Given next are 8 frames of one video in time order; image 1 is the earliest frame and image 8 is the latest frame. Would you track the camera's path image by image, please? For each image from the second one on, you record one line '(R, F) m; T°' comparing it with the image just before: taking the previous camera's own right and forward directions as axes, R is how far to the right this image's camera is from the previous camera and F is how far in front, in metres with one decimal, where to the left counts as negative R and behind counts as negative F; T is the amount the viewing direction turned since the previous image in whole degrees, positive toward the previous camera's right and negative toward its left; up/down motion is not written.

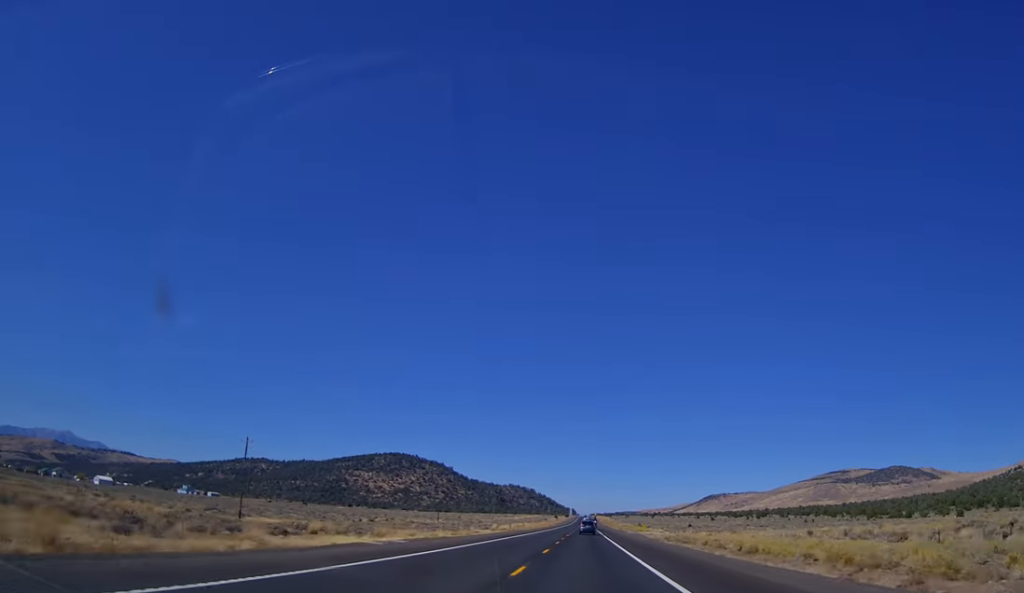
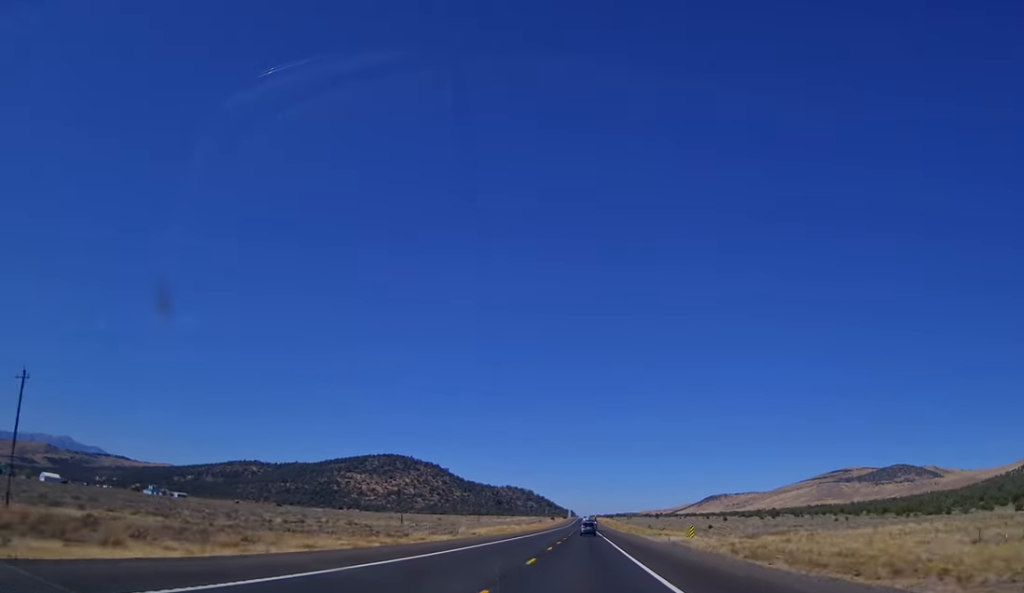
(0.0, +43.6) m; 0°
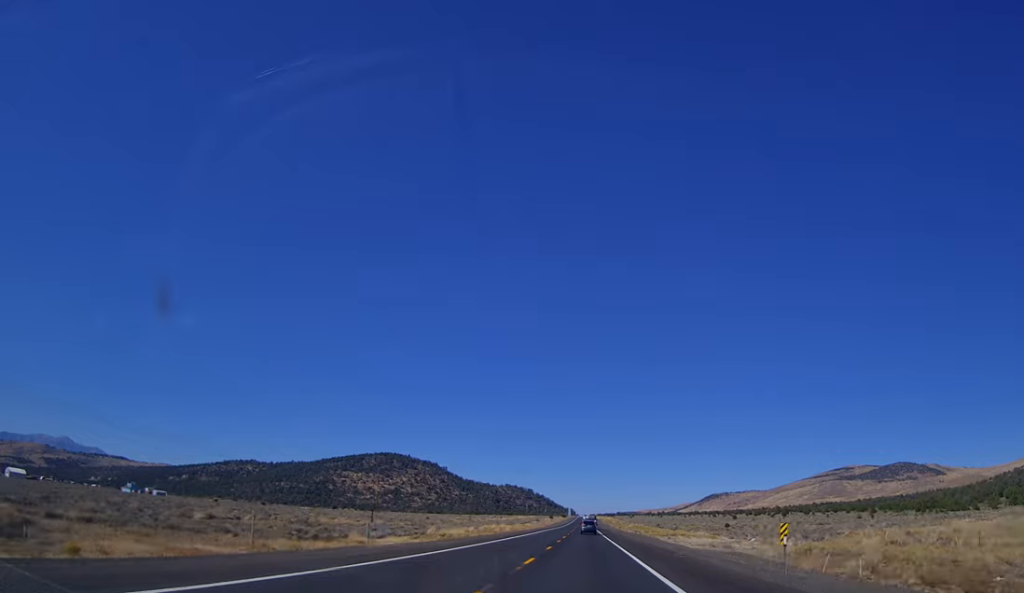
(-0.1, +25.4) m; 0°
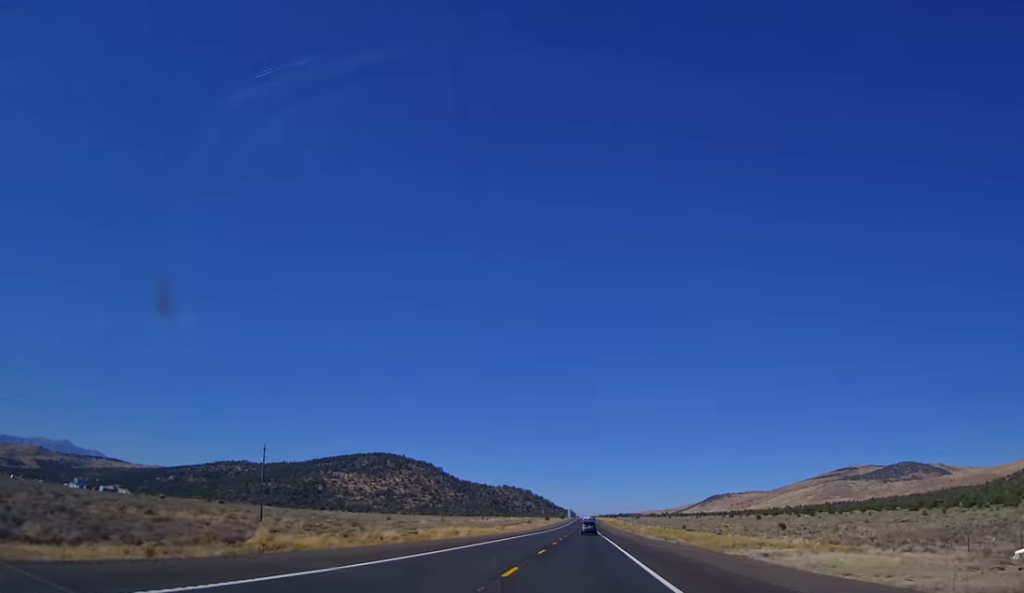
(0.0, +54.5) m; 0°
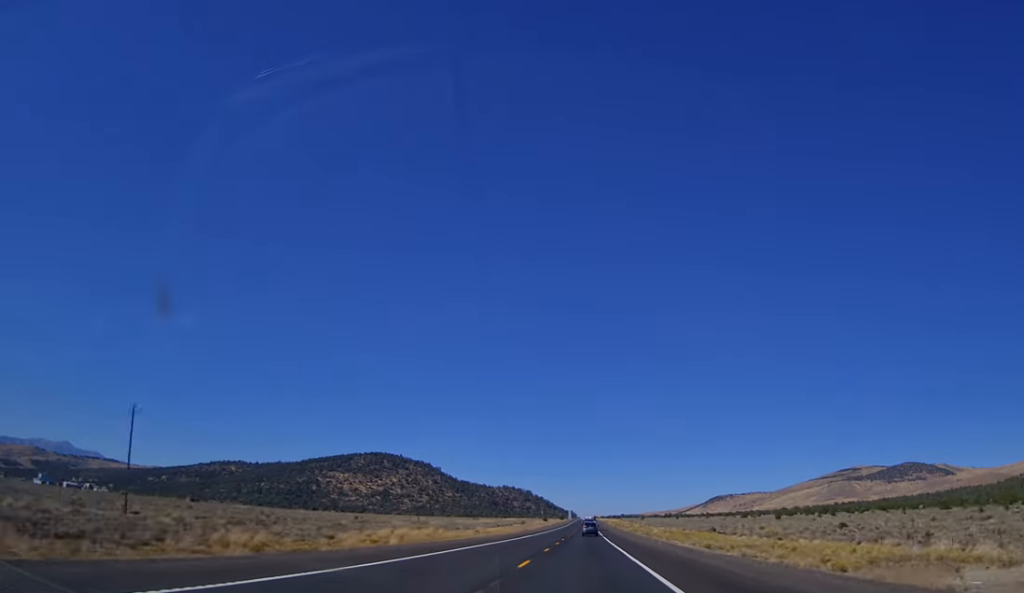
(0.0, +32.7) m; -1°
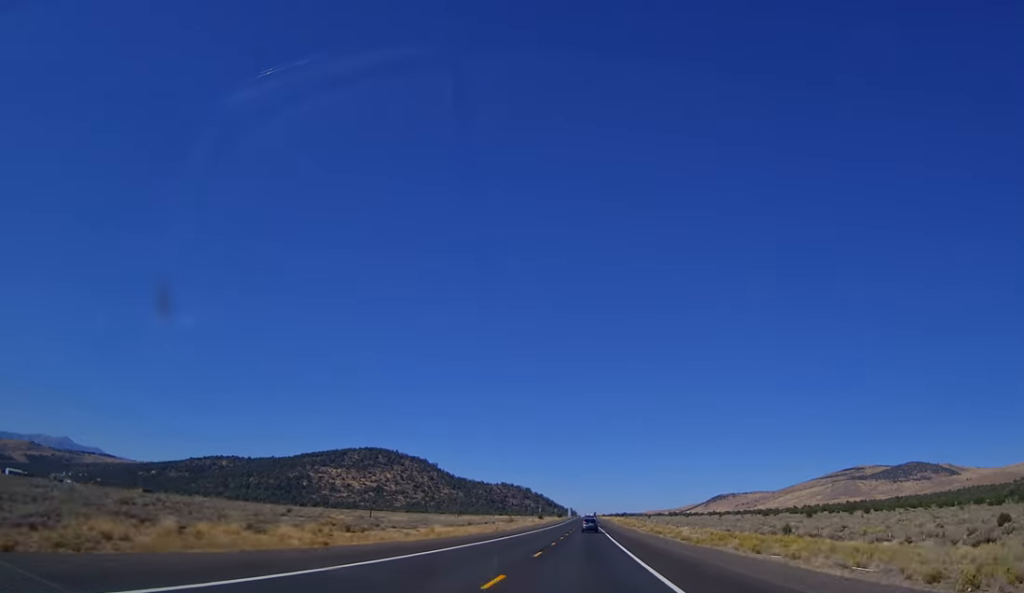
(-0.4, +43.7) m; 0°
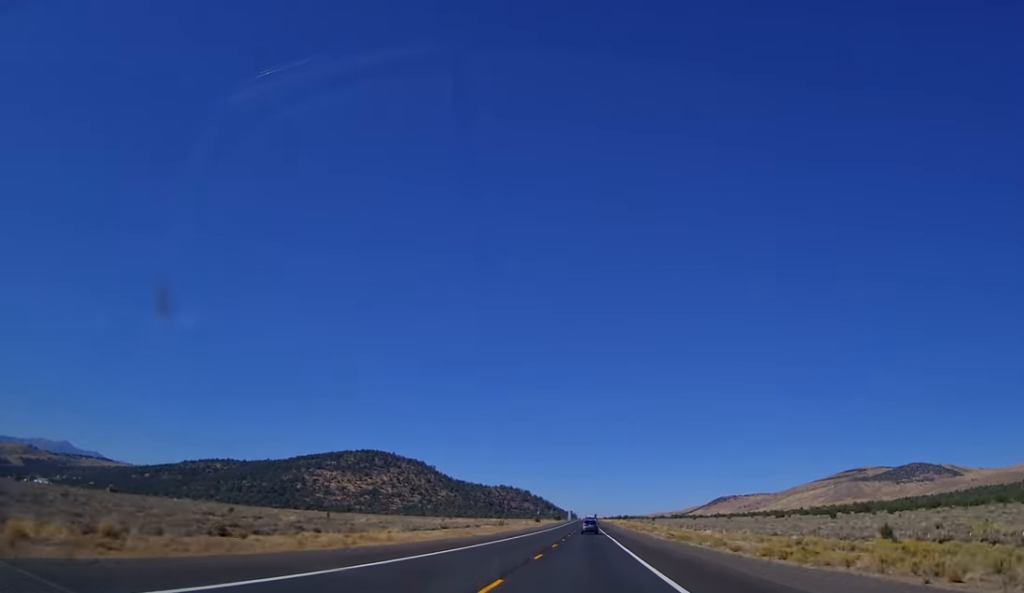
(-0.6, +25.5) m; 0°
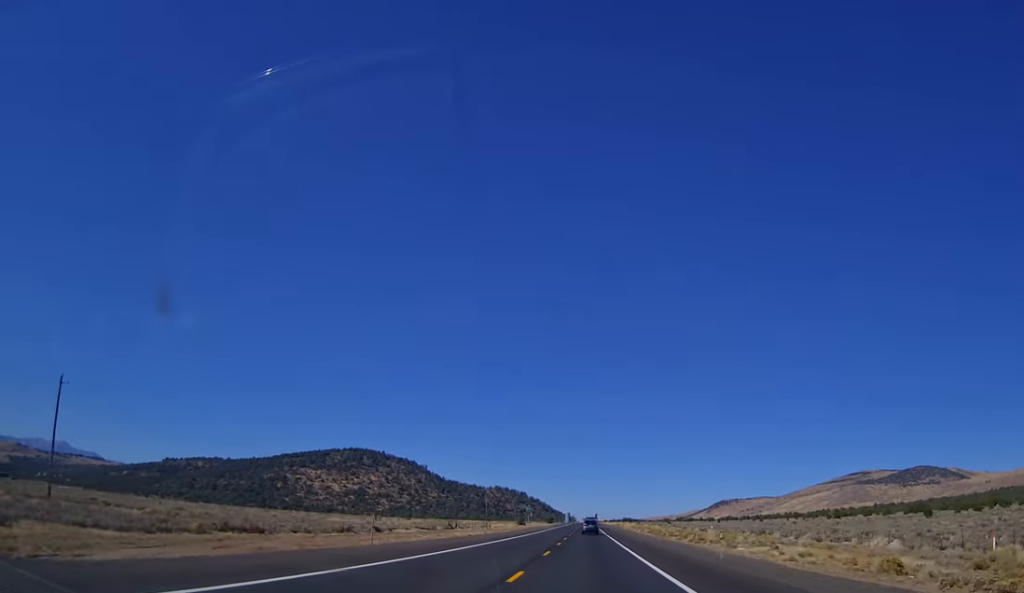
(+1.5, +71.1) m; +1°
